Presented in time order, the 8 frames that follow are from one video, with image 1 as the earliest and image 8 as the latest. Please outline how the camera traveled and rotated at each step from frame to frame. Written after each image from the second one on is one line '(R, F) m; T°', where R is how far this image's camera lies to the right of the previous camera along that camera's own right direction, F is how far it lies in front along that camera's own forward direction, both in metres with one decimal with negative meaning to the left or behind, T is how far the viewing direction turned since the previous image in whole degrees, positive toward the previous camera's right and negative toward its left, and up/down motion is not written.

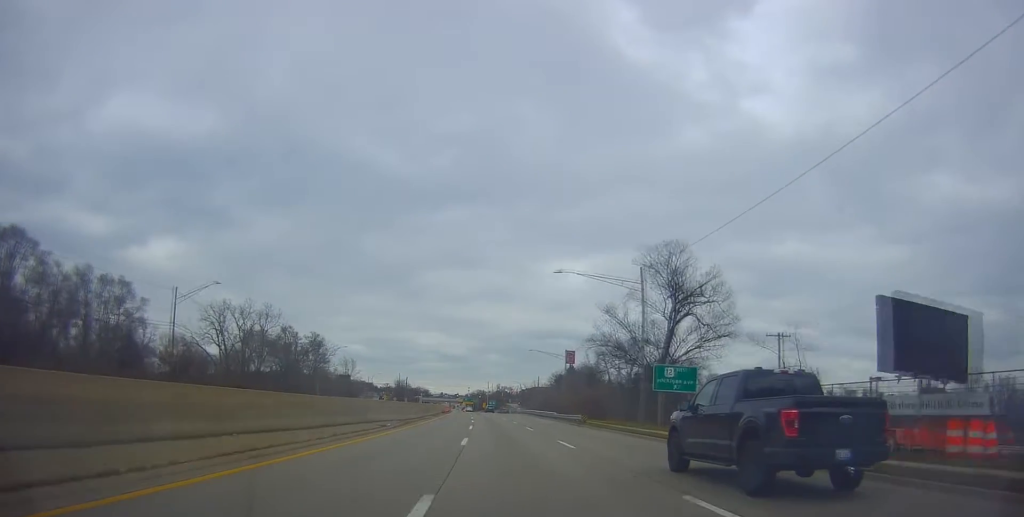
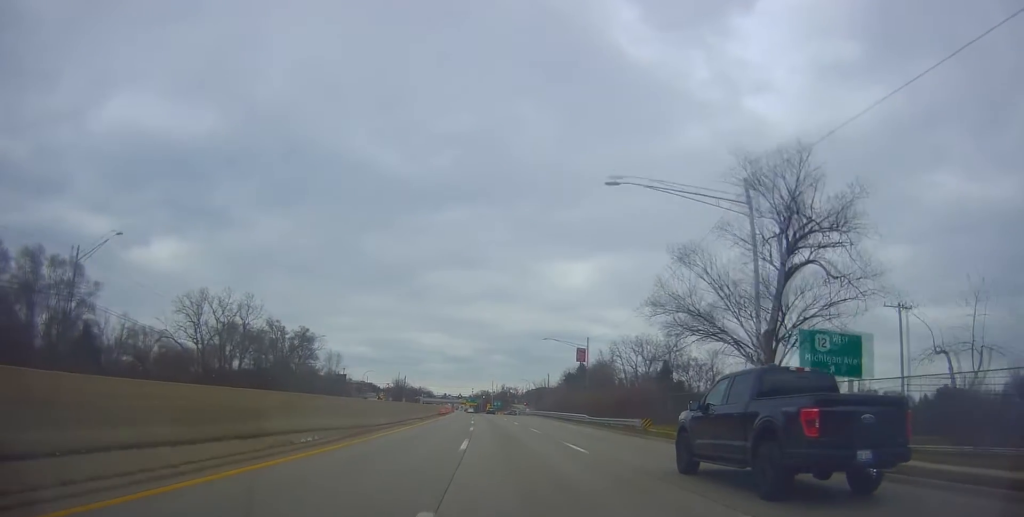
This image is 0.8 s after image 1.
(0.0, +17.0) m; +1°
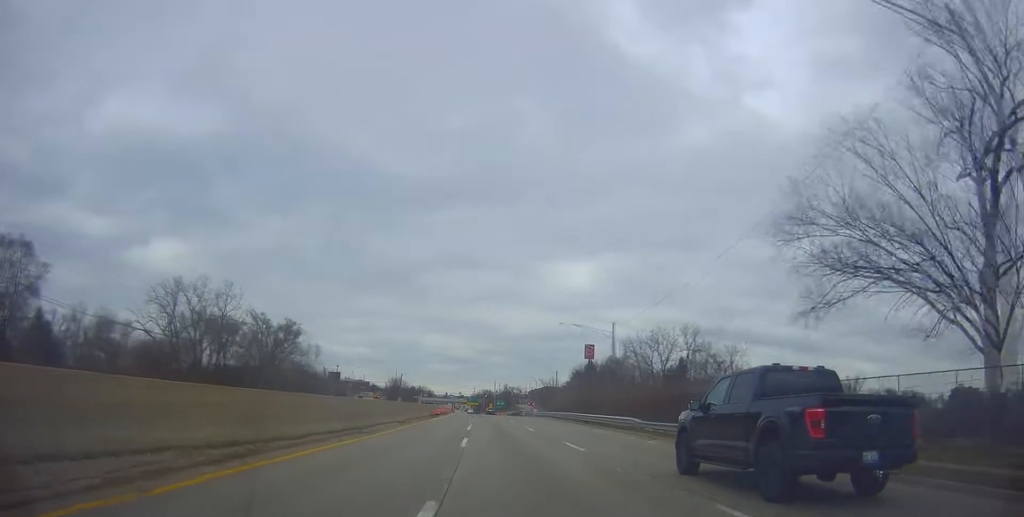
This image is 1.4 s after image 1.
(+0.3, +14.8) m; 0°
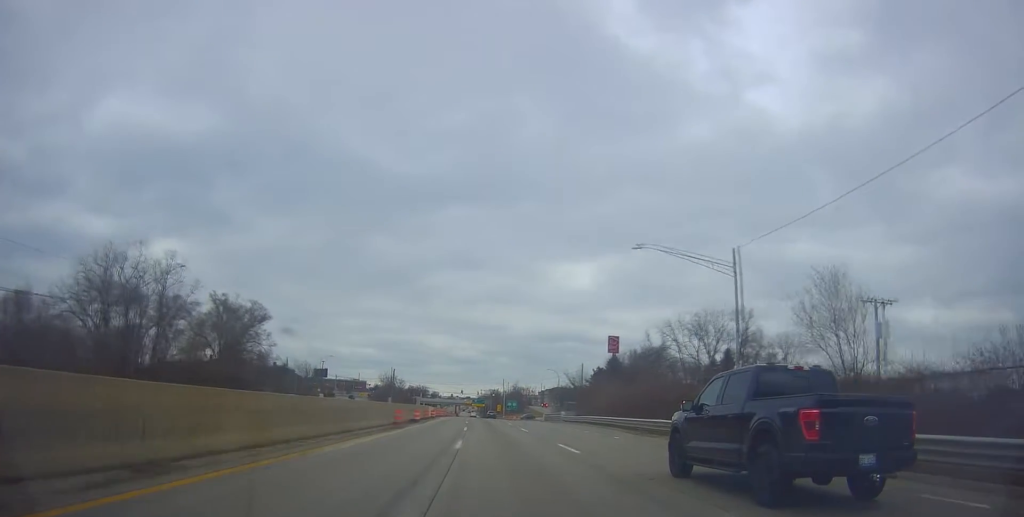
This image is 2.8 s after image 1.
(-0.3, +31.2) m; -1°
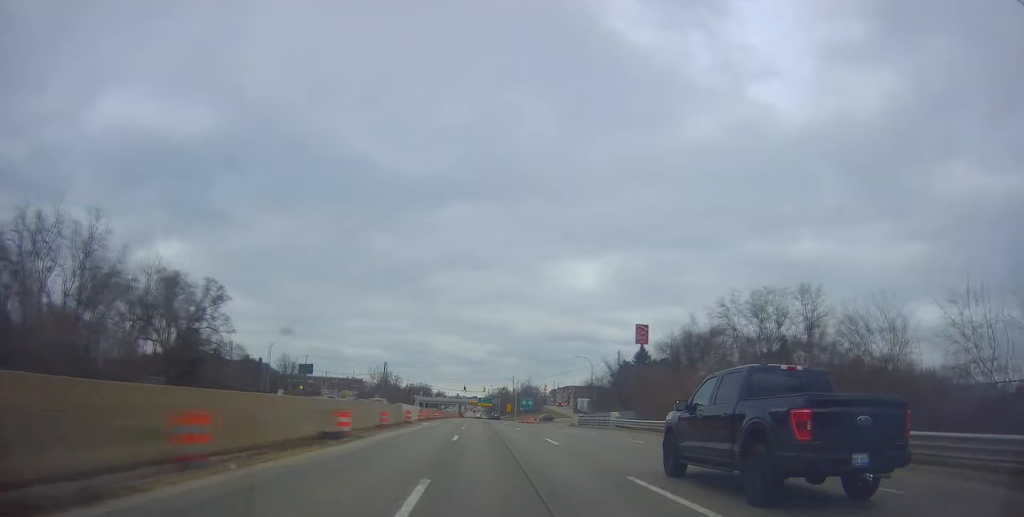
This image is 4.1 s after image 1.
(-0.4, +27.7) m; -2°
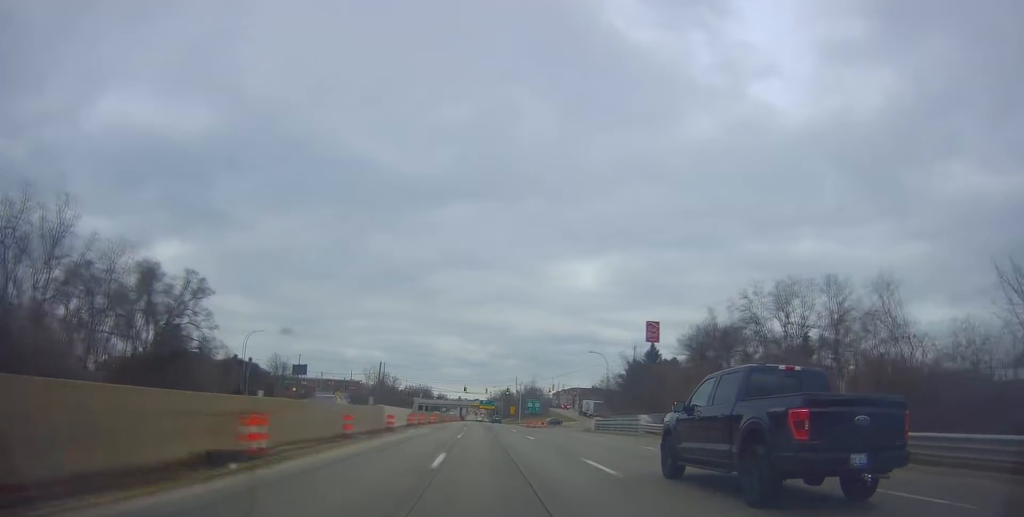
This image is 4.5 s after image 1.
(-0.5, +9.0) m; 0°
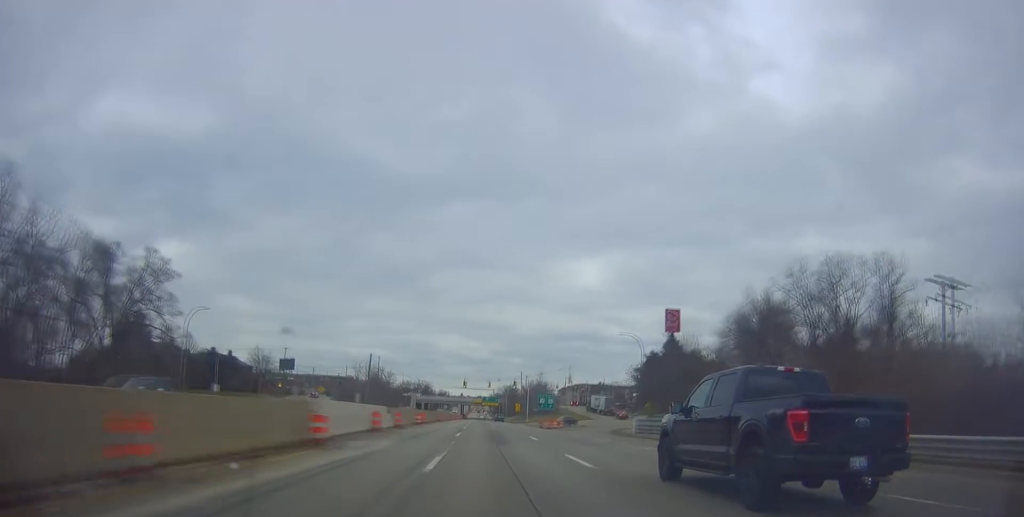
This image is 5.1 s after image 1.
(+0.6, +15.2) m; 0°
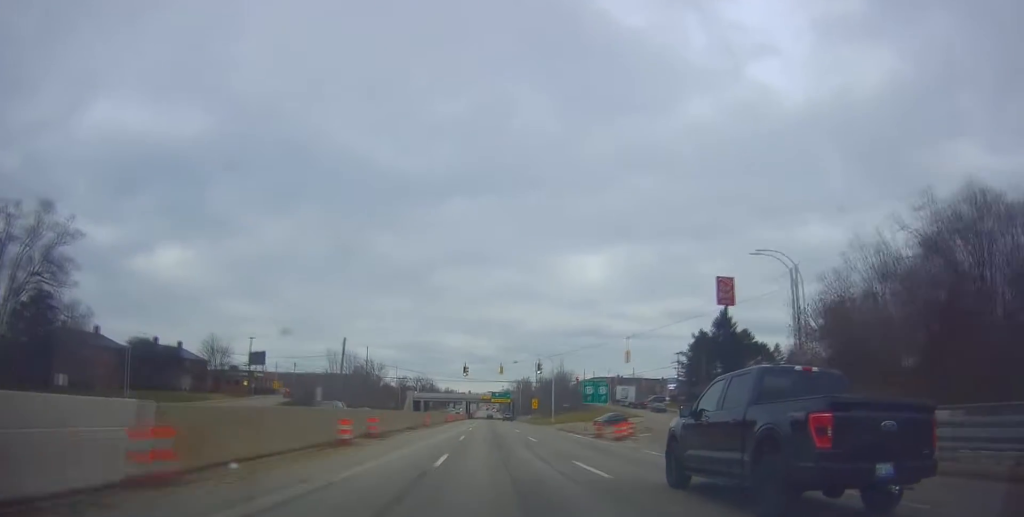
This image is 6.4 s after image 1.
(-0.5, +29.7) m; -2°
